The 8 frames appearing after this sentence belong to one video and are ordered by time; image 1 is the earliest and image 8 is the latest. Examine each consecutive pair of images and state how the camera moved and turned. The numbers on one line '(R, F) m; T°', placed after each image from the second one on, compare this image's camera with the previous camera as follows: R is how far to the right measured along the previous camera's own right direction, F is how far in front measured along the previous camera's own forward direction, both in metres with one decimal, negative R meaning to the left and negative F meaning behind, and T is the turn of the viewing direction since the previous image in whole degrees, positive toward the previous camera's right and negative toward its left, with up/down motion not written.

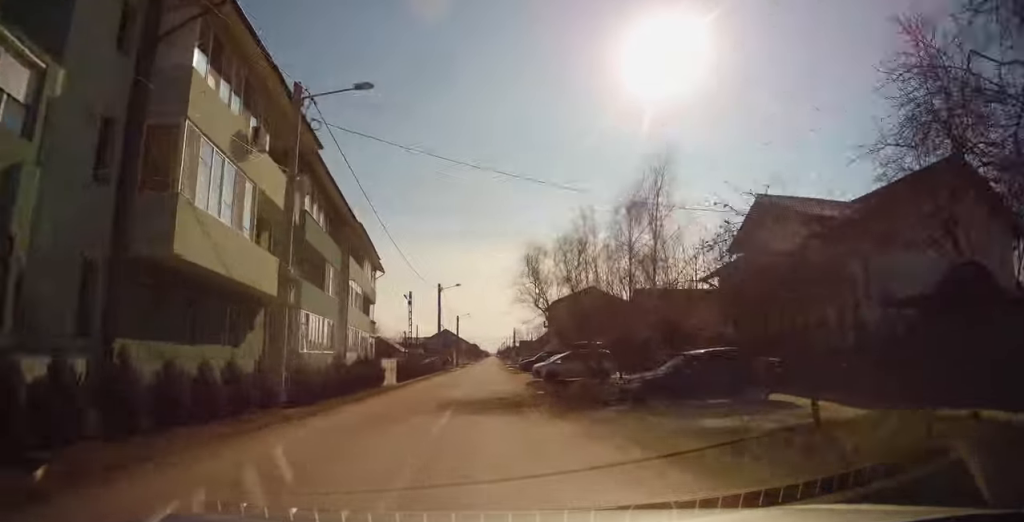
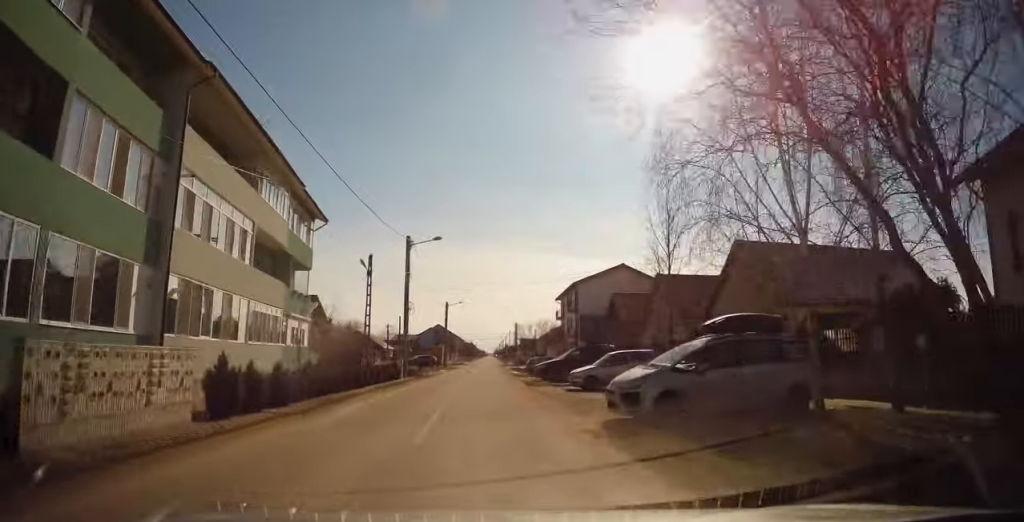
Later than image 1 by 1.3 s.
(+0.1, +19.4) m; 0°
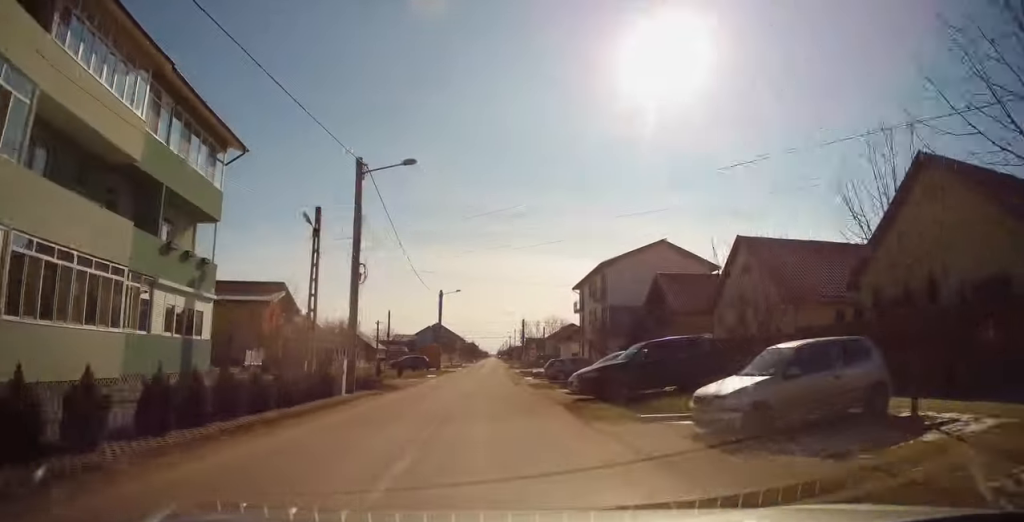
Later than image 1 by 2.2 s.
(-0.2, +13.0) m; 0°
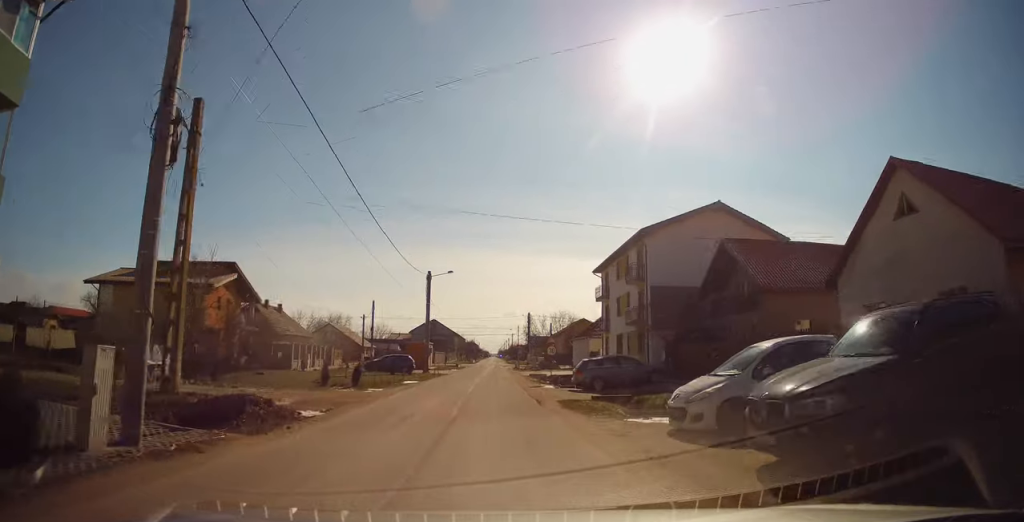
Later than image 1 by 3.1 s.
(+0.2, +11.8) m; 0°
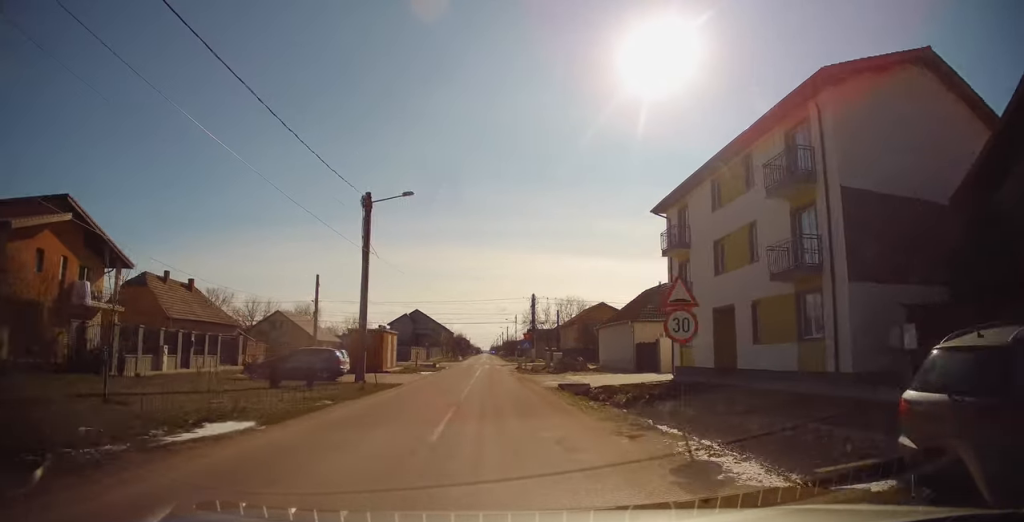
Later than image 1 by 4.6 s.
(-0.2, +20.9) m; 0°
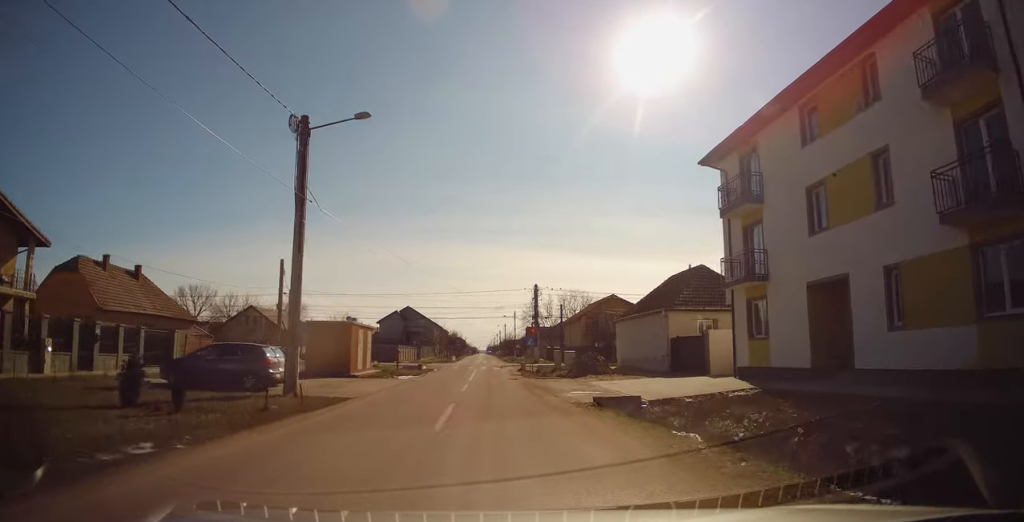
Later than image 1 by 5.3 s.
(+0.2, +8.5) m; +1°
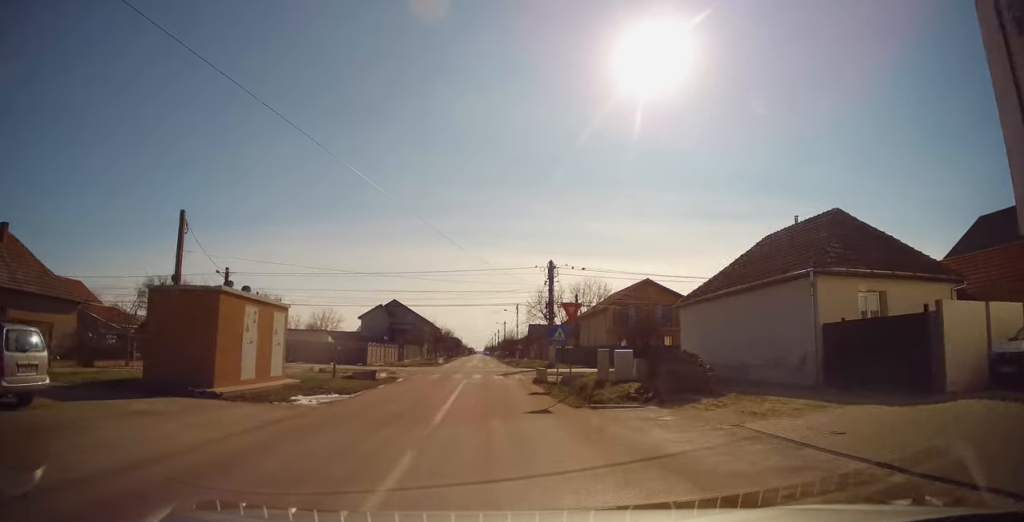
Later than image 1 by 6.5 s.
(0.0, +14.8) m; -1°
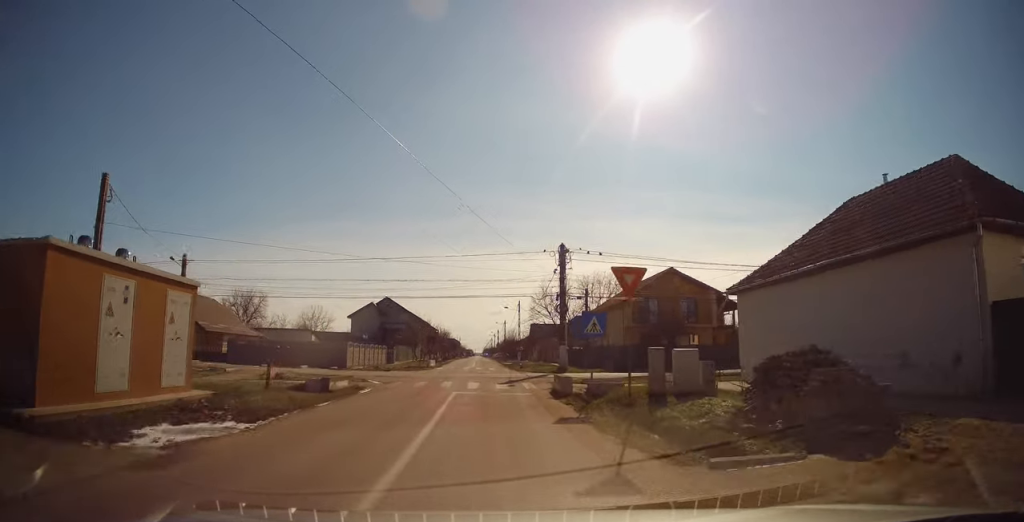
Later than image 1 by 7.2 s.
(-0.1, +6.6) m; 0°
